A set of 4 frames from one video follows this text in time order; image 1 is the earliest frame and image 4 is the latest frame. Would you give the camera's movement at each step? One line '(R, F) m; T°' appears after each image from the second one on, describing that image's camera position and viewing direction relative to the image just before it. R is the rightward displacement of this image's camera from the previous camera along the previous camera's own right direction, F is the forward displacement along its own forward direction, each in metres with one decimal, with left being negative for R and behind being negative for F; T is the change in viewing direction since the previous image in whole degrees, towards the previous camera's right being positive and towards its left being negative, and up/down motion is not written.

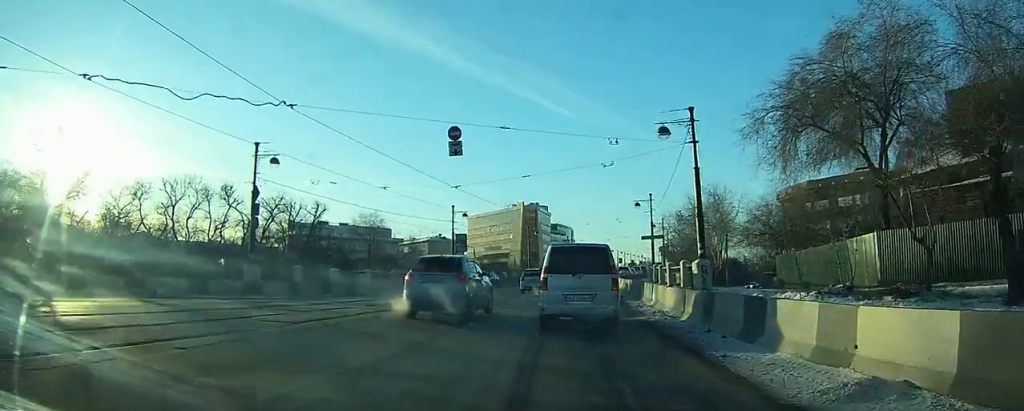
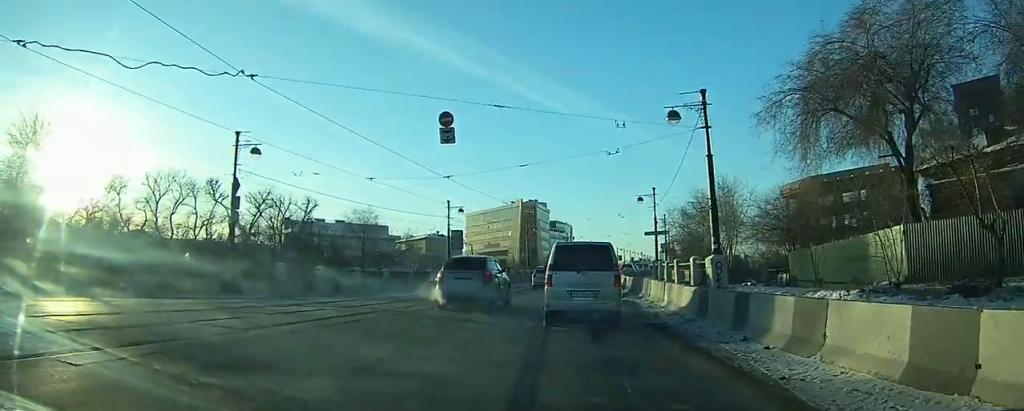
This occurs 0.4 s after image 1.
(0.0, +2.2) m; +1°
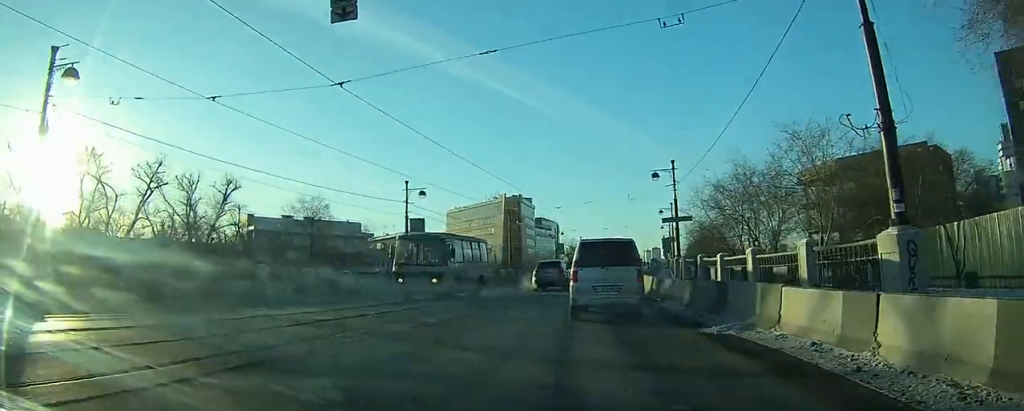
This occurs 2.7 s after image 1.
(+0.4, +12.4) m; +3°
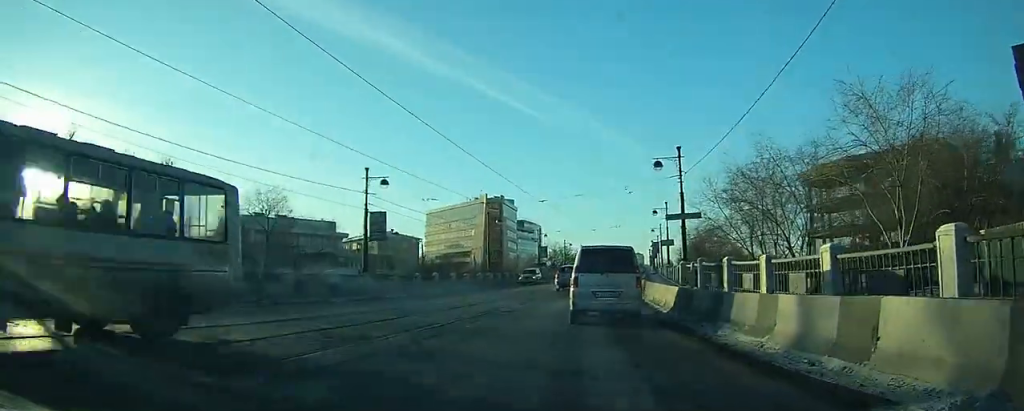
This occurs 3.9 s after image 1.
(+0.1, +6.6) m; +2°
